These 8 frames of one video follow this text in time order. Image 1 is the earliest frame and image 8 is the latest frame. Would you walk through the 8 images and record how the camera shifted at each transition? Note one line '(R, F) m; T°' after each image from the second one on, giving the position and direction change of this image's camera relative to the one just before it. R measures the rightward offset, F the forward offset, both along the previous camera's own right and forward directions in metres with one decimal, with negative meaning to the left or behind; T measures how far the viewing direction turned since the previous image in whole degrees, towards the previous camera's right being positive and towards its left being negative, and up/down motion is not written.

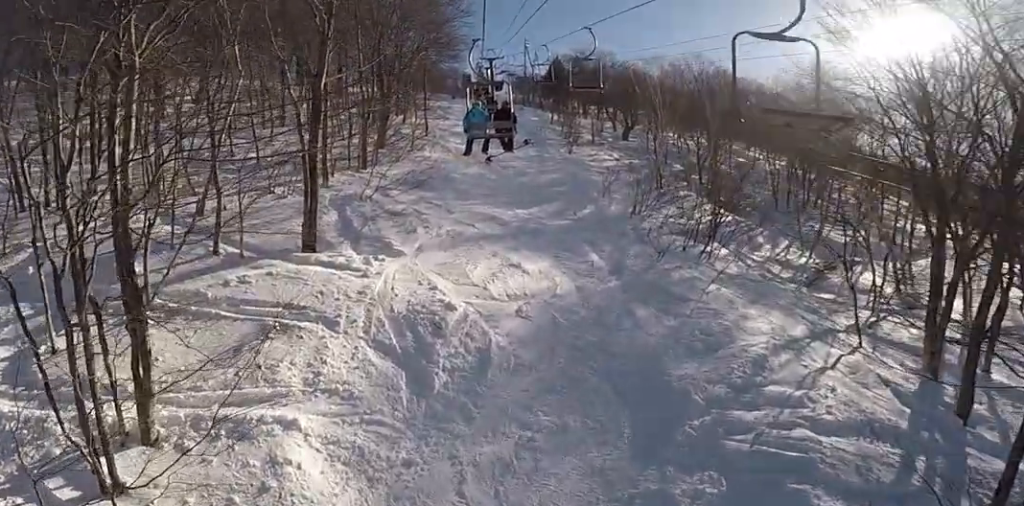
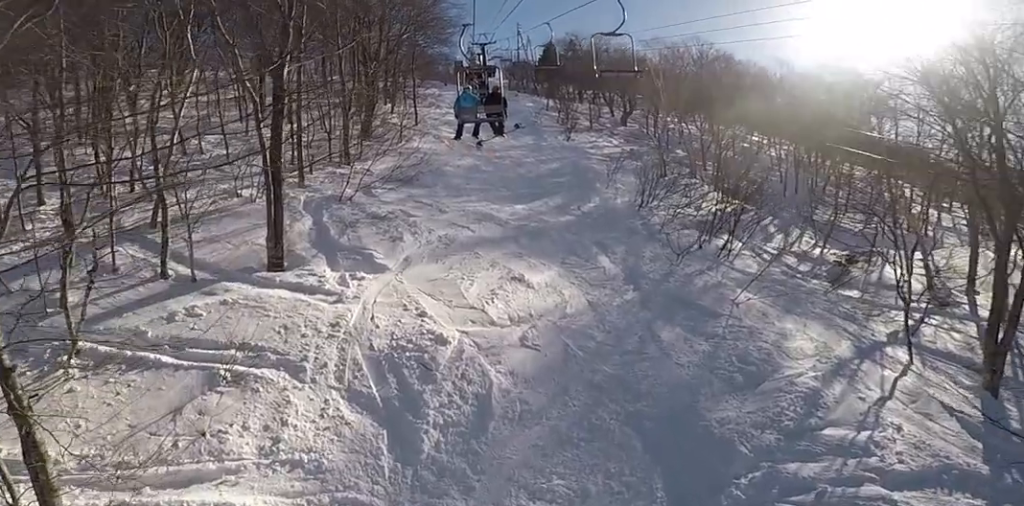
(0.0, +2.2) m; 0°
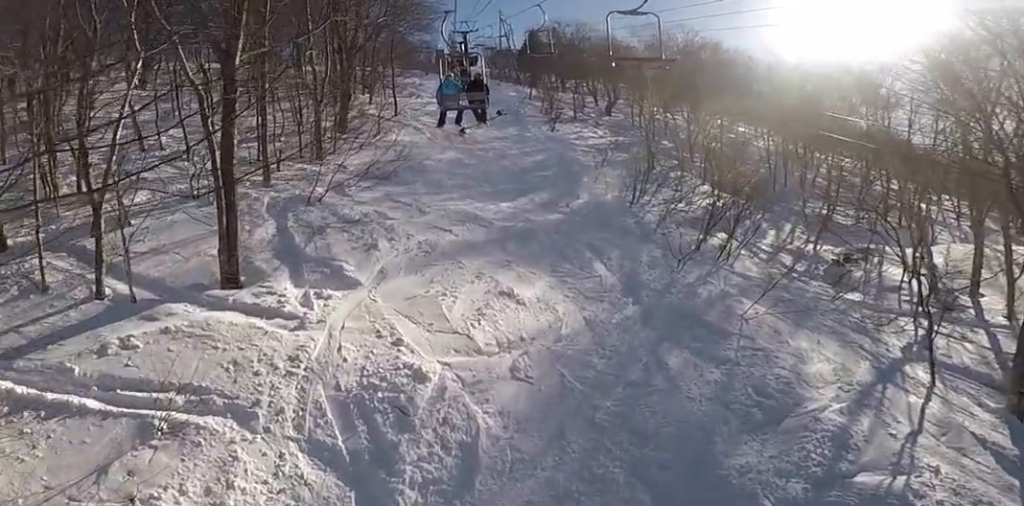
(0.0, +1.4) m; 0°
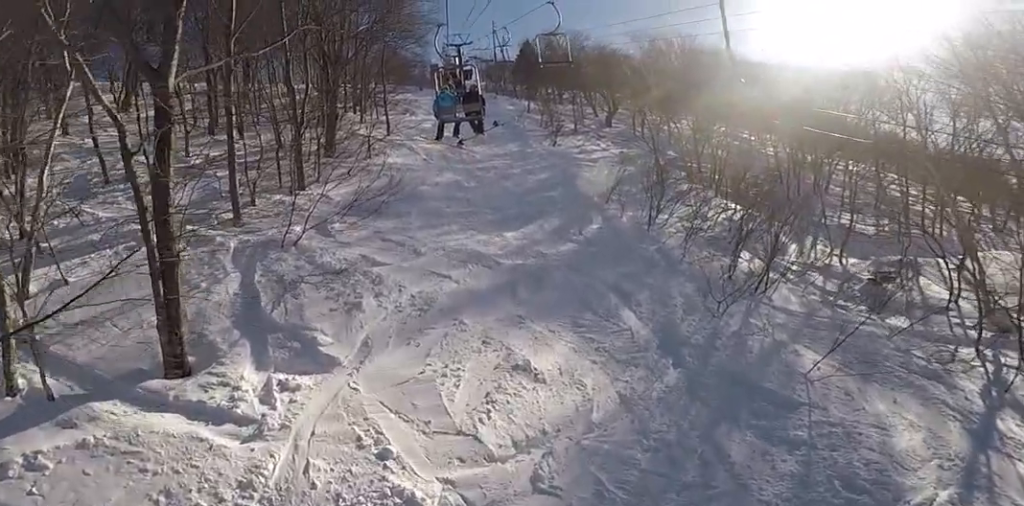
(0.0, +2.3) m; 0°
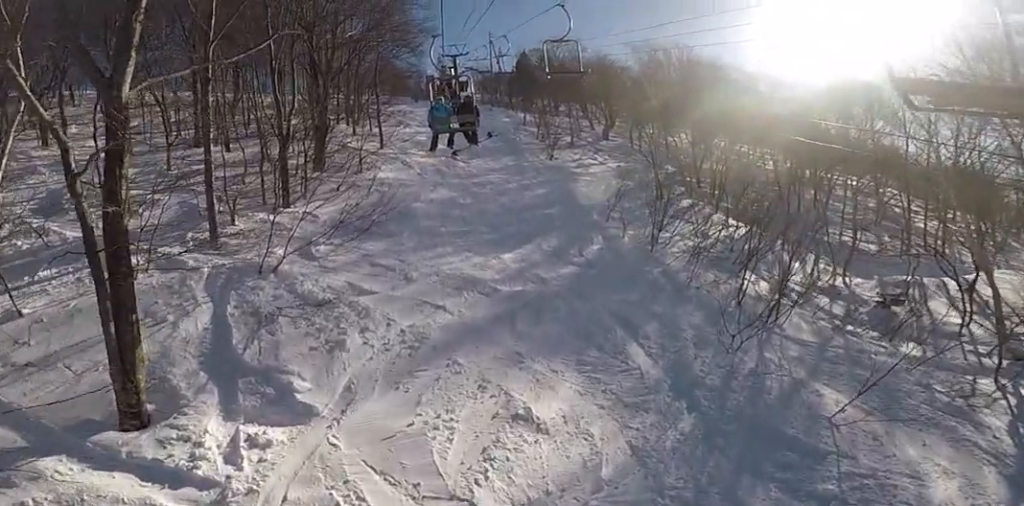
(0.0, +1.1) m; 0°
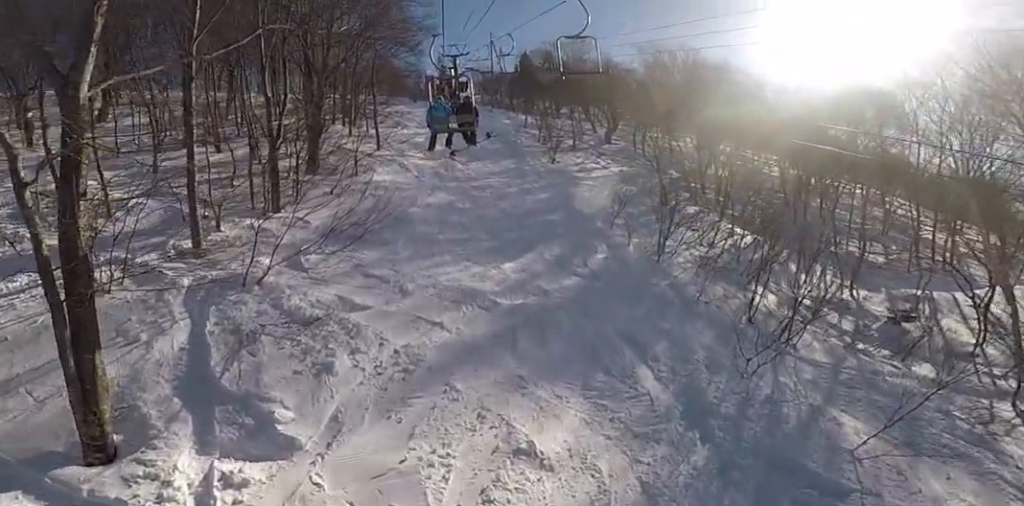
(0.0, +0.9) m; 0°
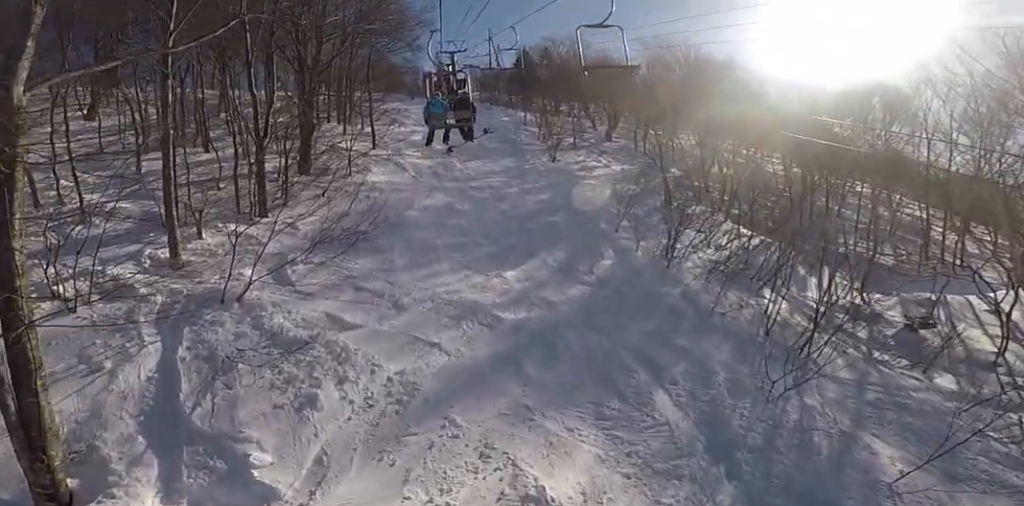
(0.0, +1.0) m; 0°
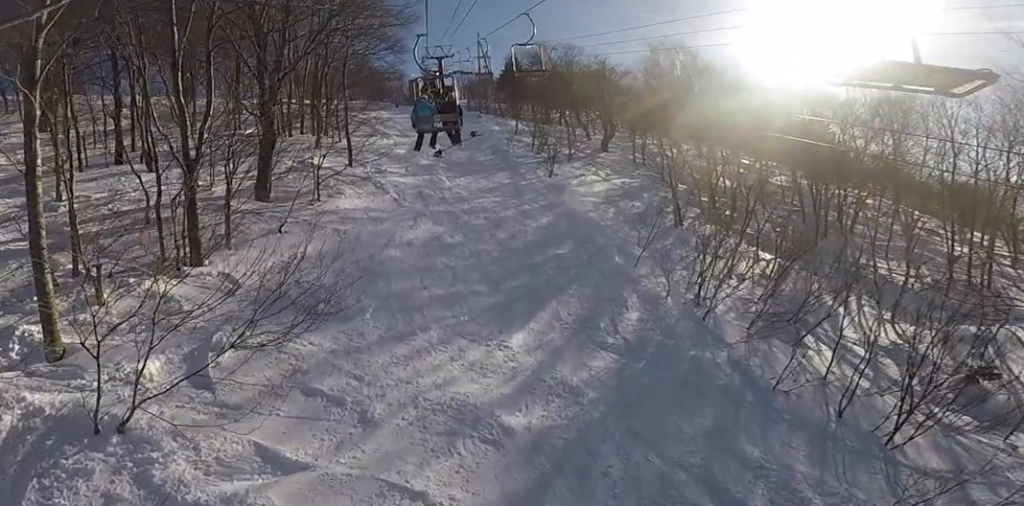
(0.0, +3.8) m; 0°
